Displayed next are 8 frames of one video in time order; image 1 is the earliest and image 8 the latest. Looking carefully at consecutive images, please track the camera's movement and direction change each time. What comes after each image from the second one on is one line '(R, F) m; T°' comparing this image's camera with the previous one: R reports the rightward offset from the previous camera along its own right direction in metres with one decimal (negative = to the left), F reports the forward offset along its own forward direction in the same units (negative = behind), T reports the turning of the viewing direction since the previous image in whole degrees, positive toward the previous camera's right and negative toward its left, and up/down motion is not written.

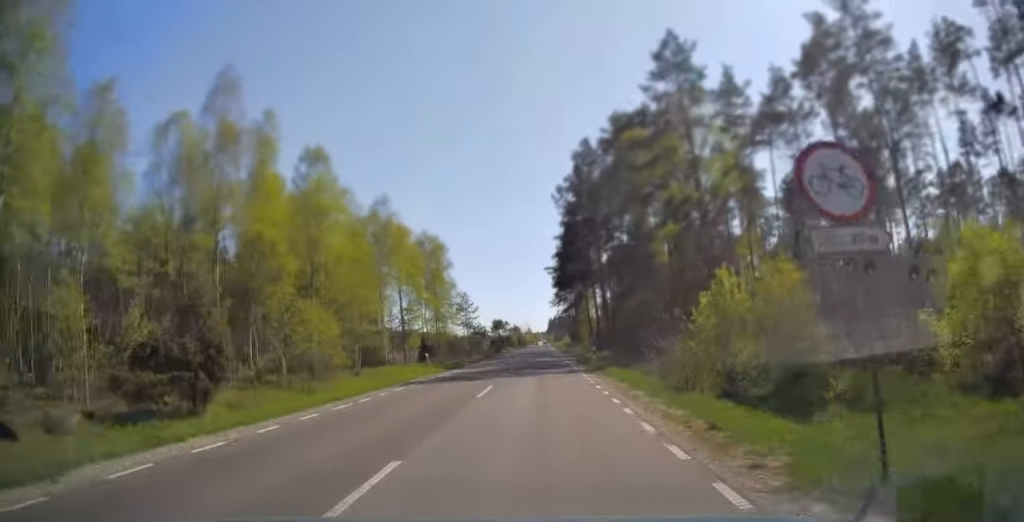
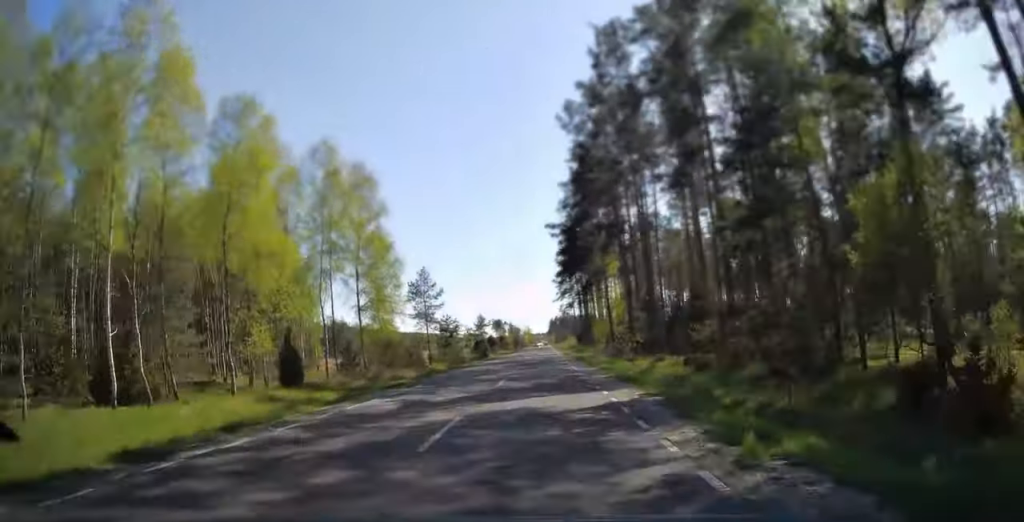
(0.0, +30.7) m; 0°
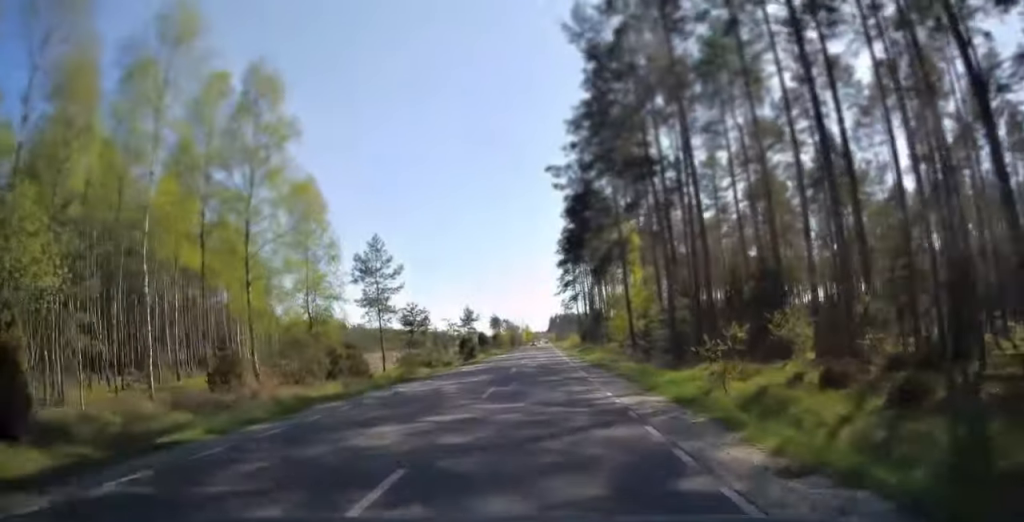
(0.0, +16.5) m; 0°
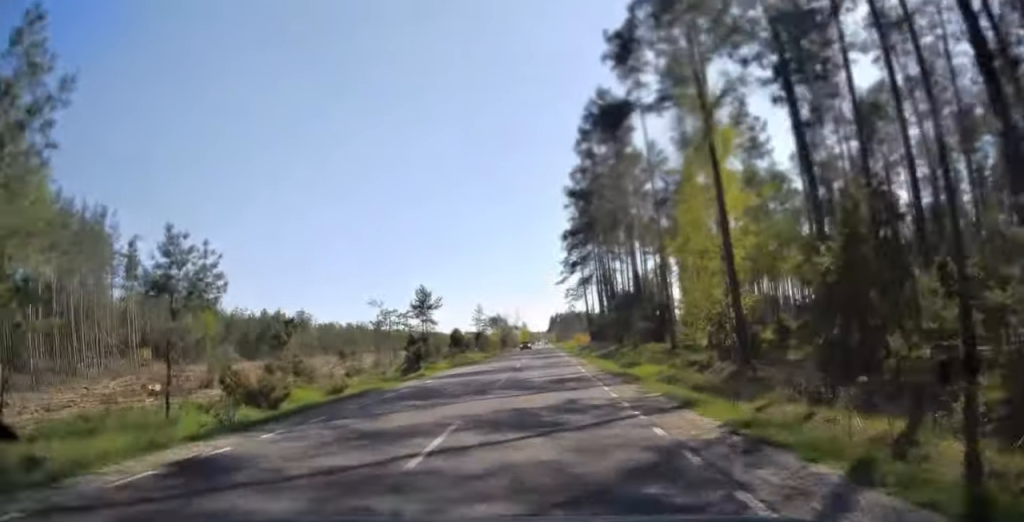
(0.0, +31.6) m; 0°
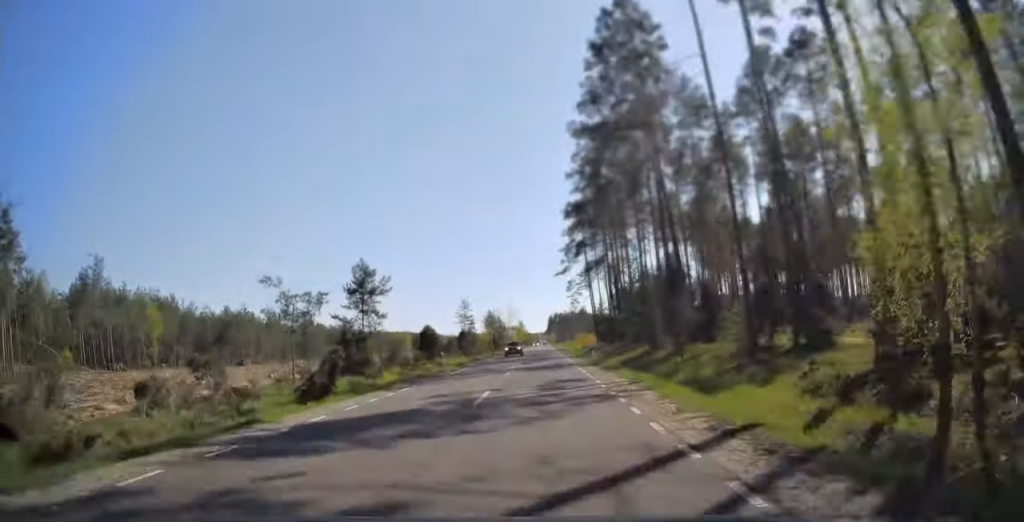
(0.0, +17.3) m; 0°
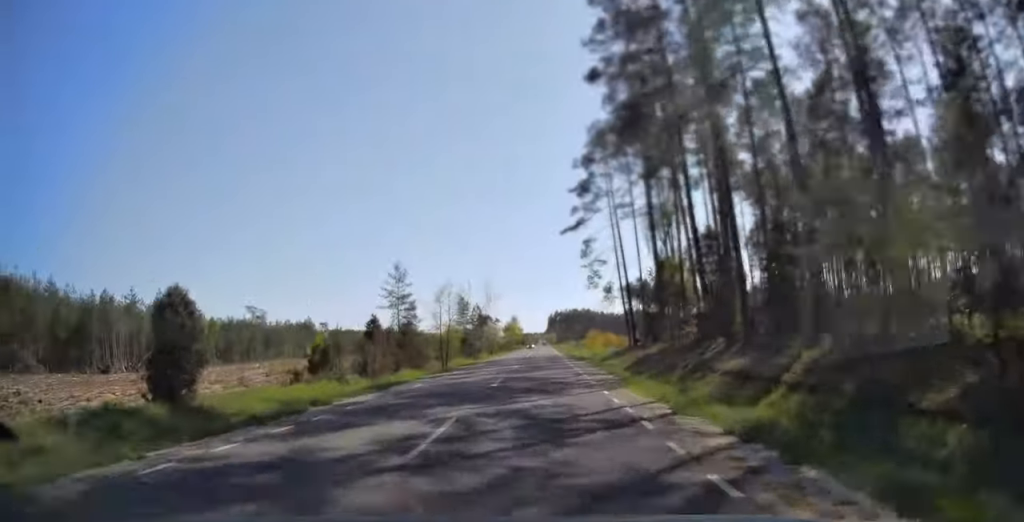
(0.0, +40.6) m; 0°
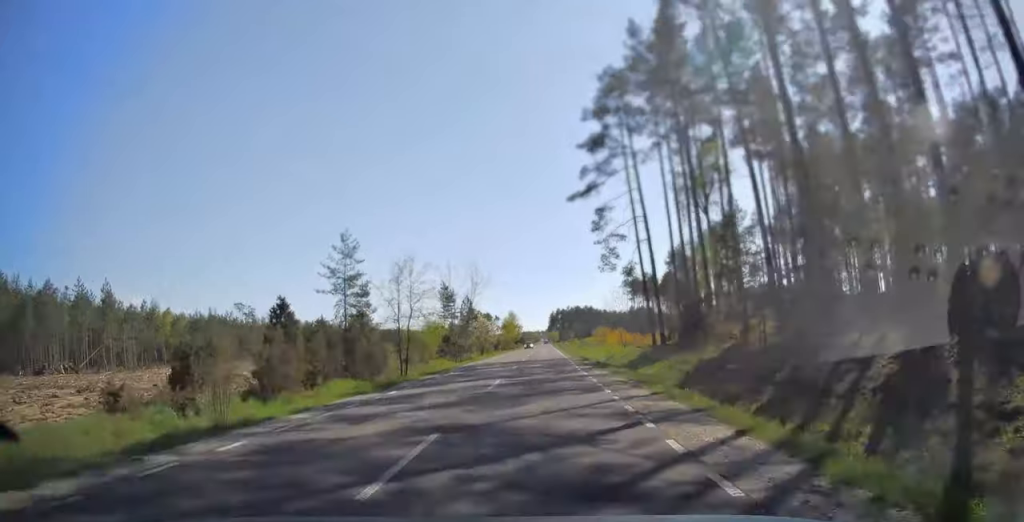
(0.0, +13.7) m; 0°
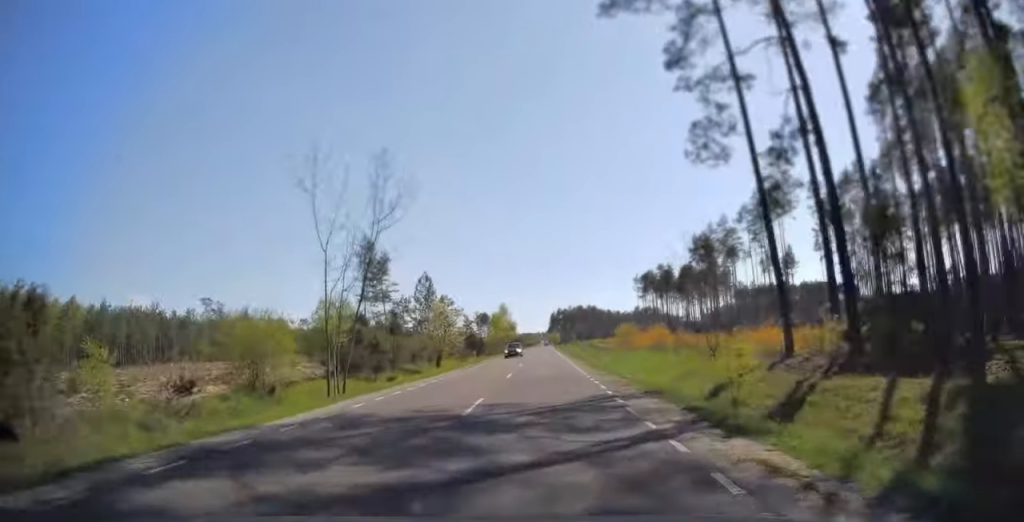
(0.0, +29.3) m; 0°
